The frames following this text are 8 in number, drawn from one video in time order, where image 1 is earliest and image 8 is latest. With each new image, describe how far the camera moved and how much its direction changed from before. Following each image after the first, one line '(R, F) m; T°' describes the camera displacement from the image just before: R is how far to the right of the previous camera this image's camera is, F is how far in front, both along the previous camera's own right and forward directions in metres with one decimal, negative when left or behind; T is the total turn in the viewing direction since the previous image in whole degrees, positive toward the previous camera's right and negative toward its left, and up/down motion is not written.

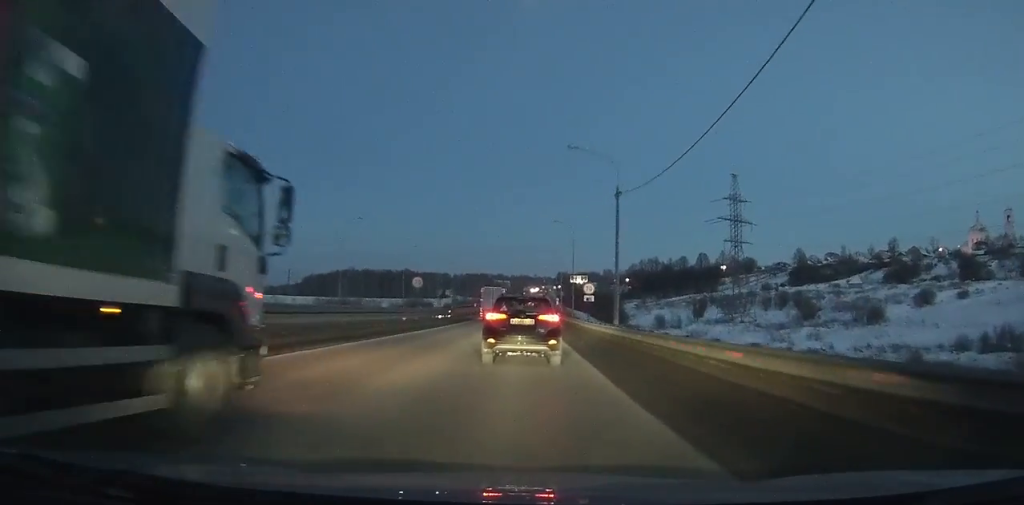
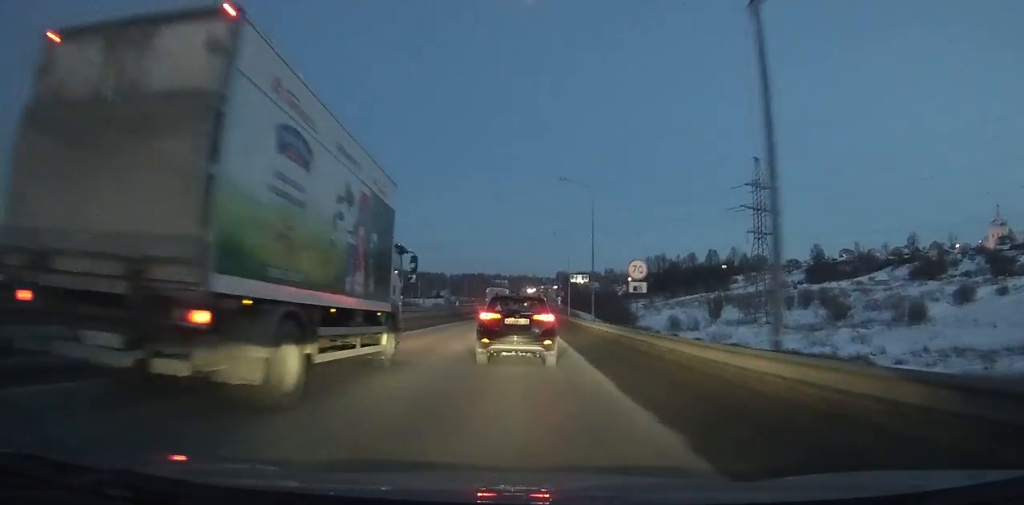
(0.0, +20.3) m; 0°
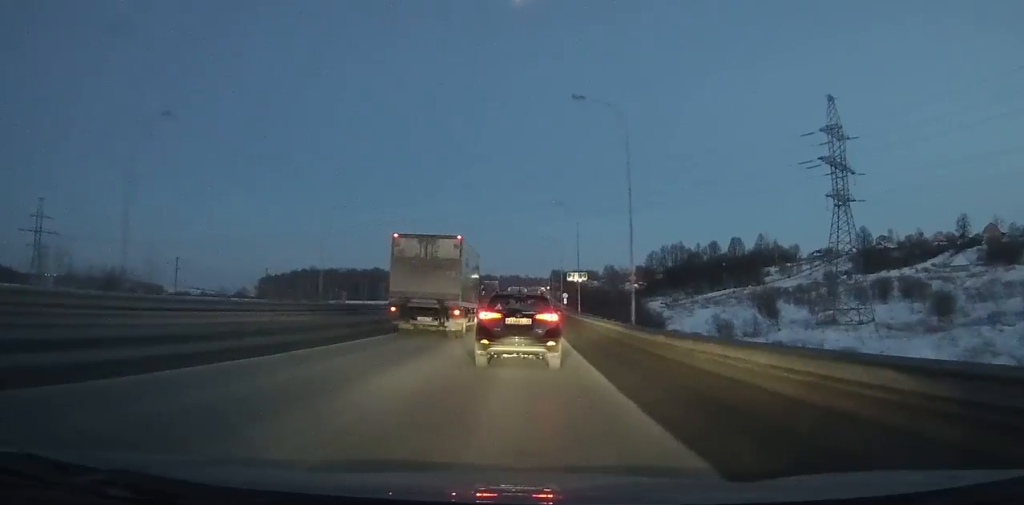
(+0.3, +48.1) m; +1°
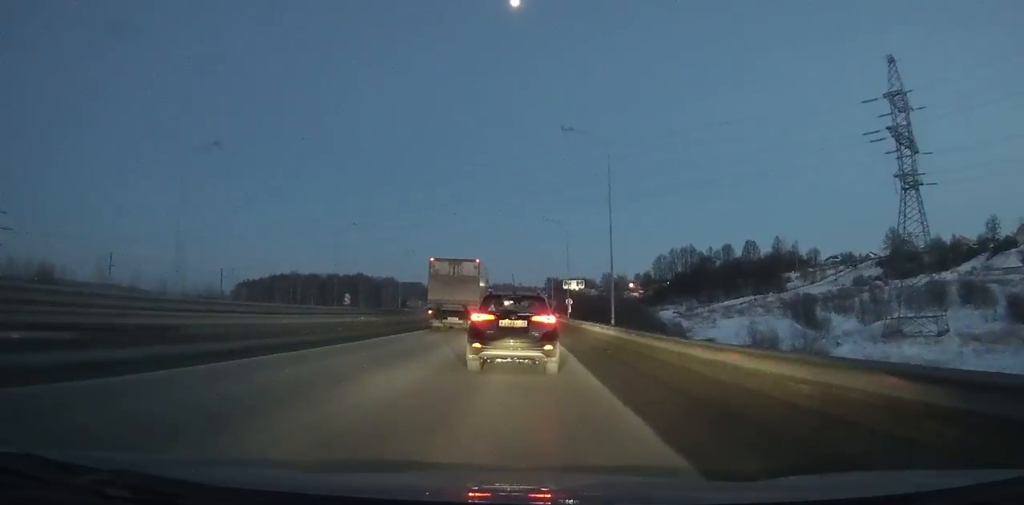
(+0.2, +24.5) m; 0°
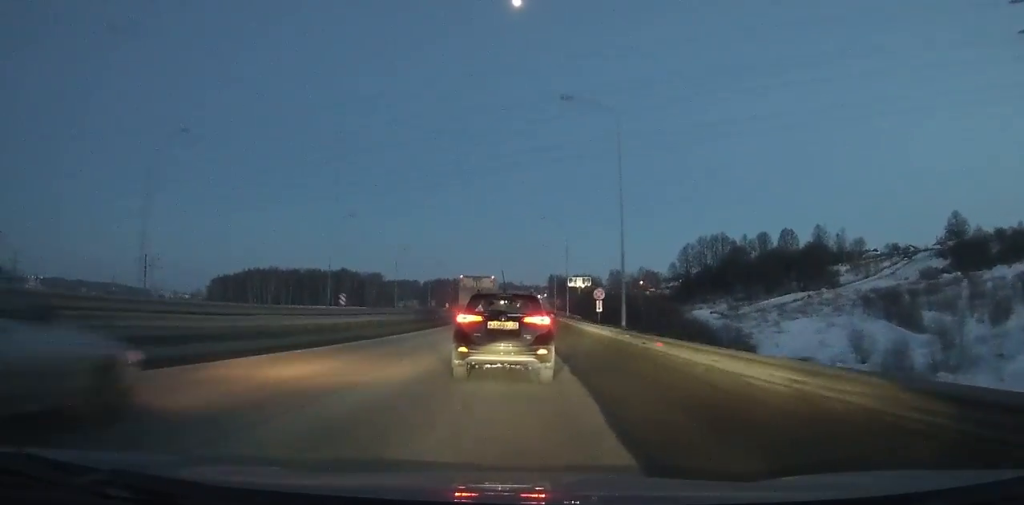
(-0.1, +34.4) m; 0°
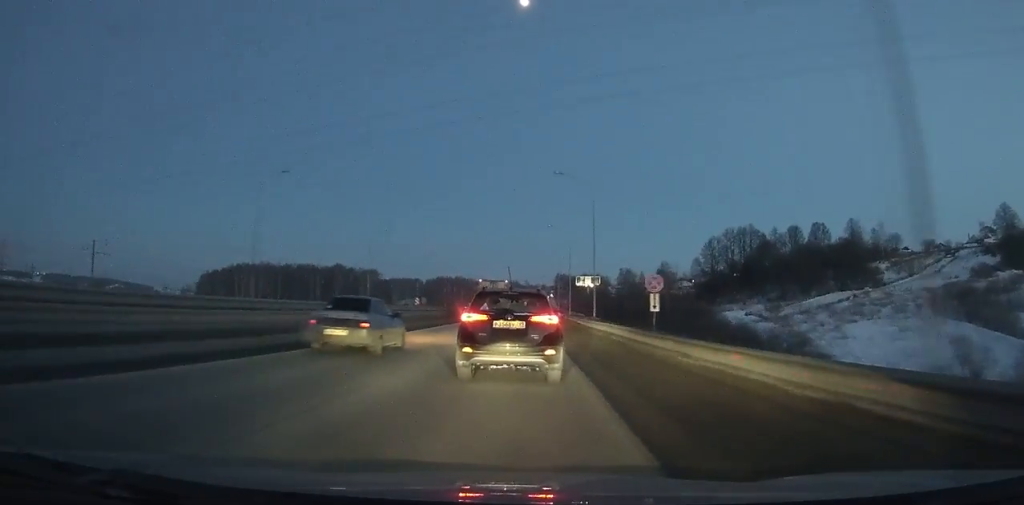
(-0.1, +19.2) m; 0°
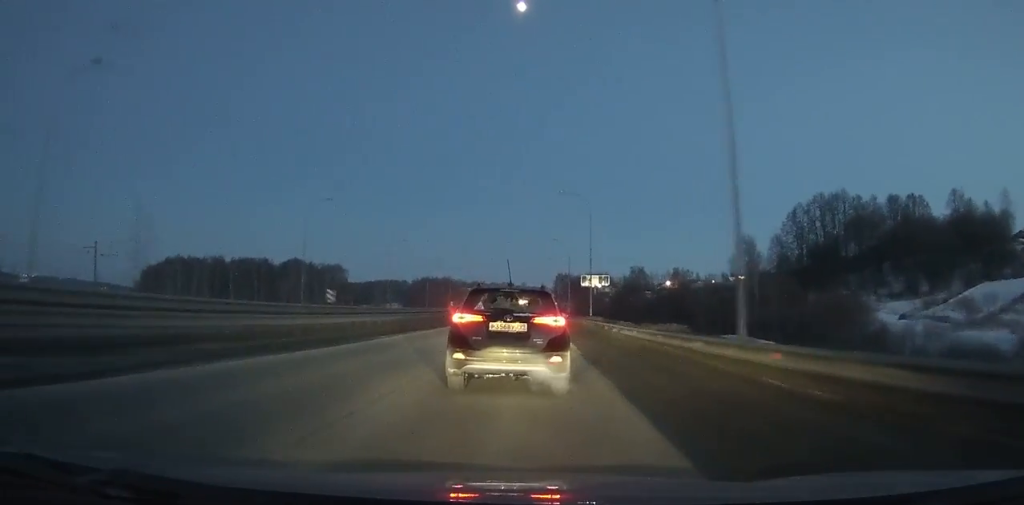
(+0.1, +53.5) m; 0°
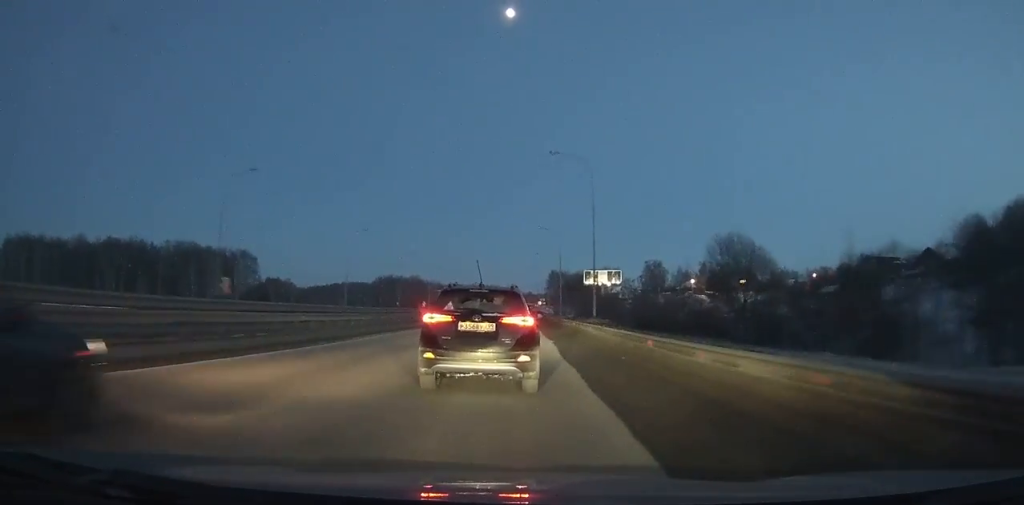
(+0.9, +78.7) m; +1°
